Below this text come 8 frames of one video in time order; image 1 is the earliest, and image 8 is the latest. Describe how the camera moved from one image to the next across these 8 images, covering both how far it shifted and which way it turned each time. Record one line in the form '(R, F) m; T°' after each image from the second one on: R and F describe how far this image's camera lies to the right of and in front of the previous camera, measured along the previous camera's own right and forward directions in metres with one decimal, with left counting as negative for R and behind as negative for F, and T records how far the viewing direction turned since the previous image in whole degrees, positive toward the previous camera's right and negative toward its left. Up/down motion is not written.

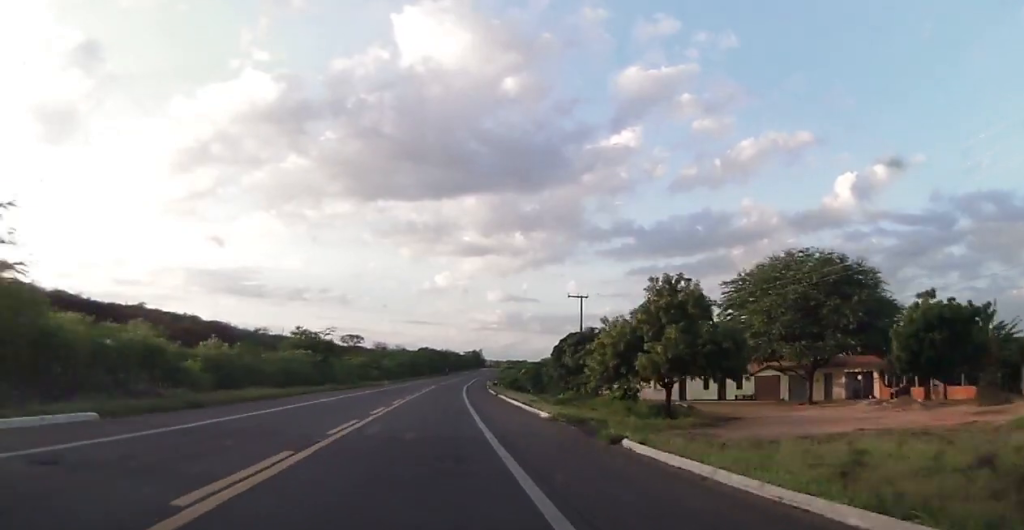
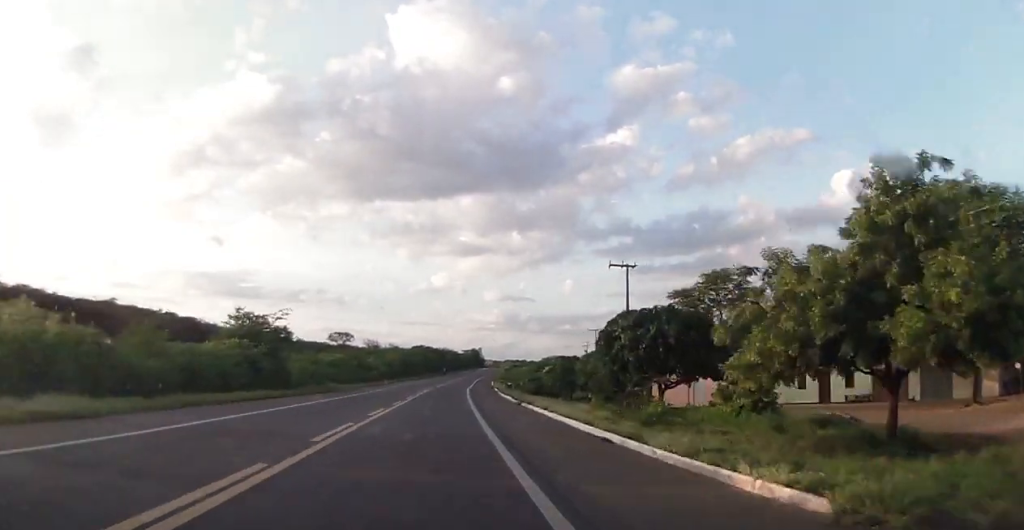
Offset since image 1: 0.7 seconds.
(0.0, +18.1) m; 0°
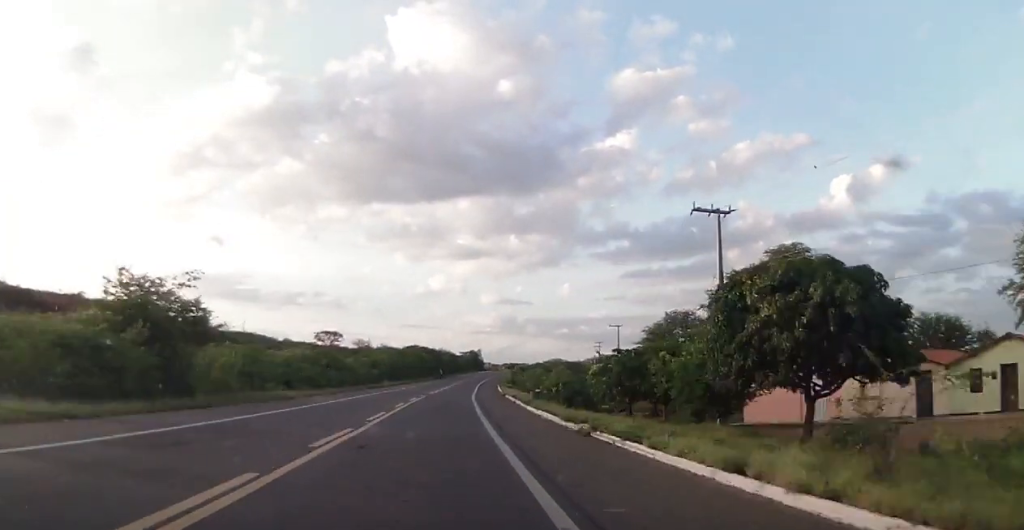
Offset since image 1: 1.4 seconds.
(0.0, +17.4) m; 0°
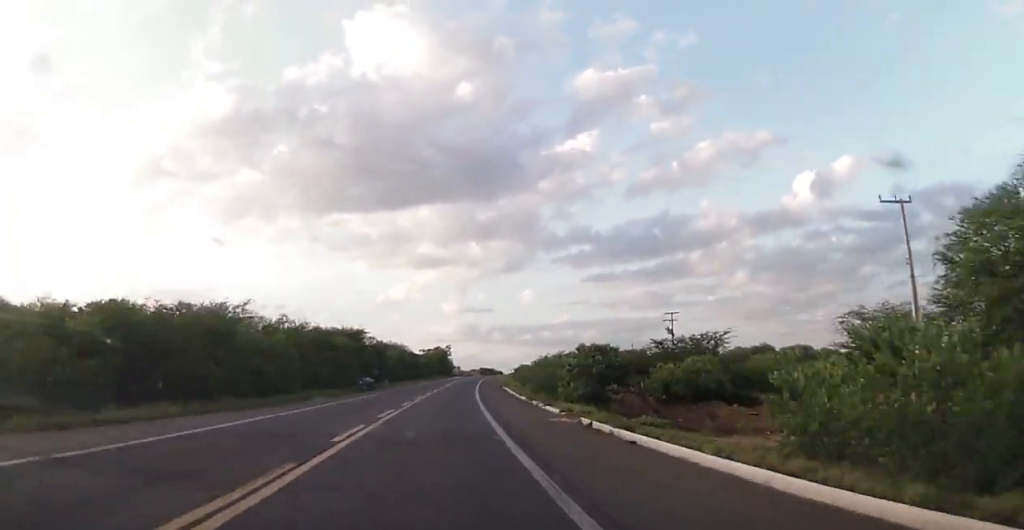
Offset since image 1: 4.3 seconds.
(+1.6, +72.6) m; +3°
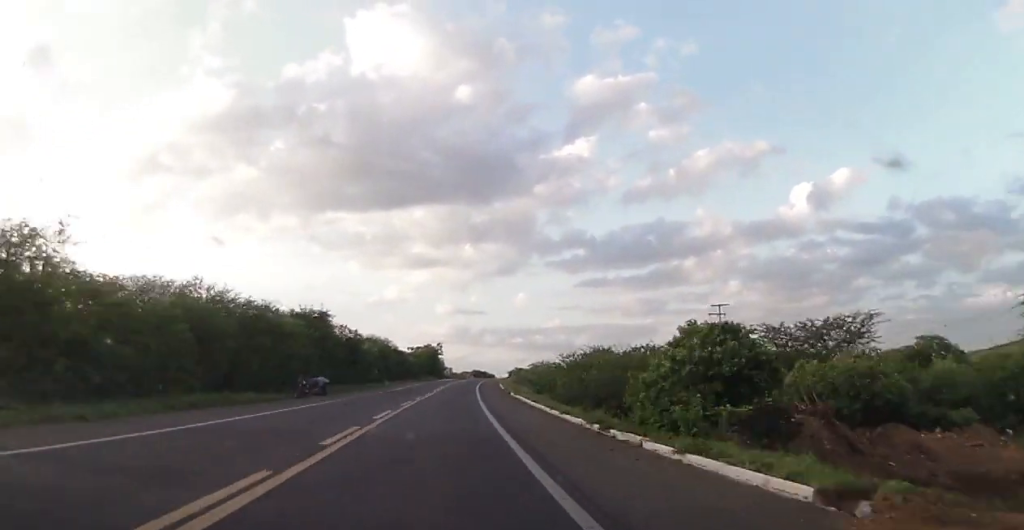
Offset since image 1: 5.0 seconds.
(0.0, +17.9) m; 0°
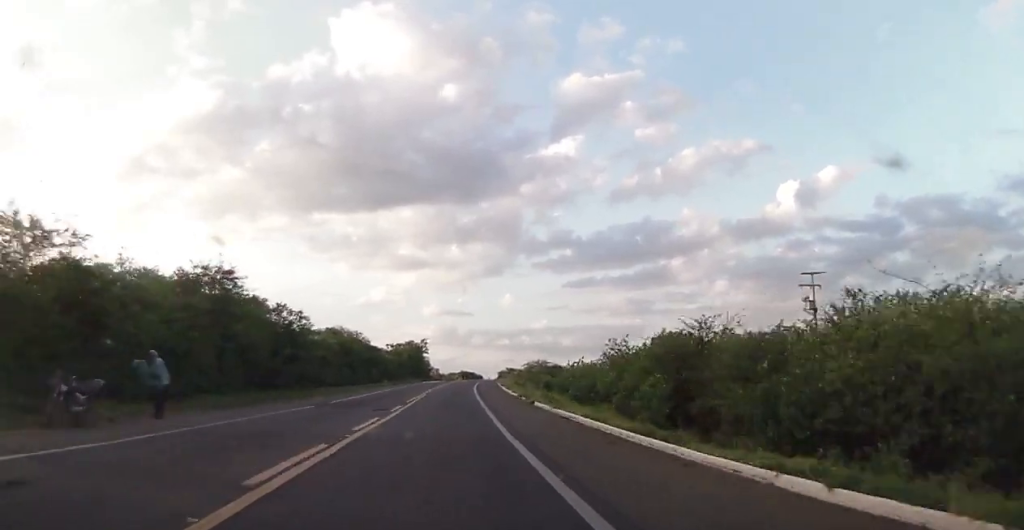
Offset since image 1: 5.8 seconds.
(0.0, +21.6) m; +1°
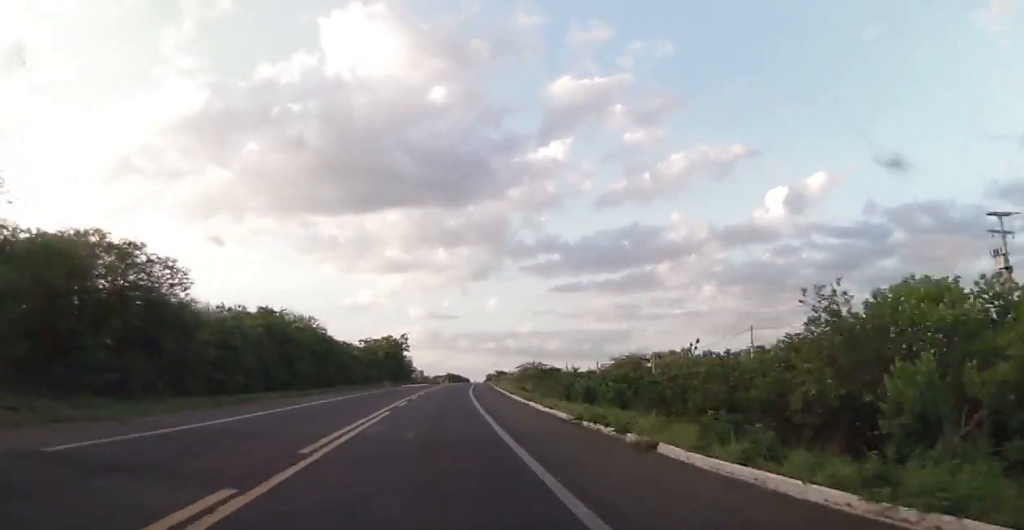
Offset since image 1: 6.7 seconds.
(+0.4, +21.7) m; +1°
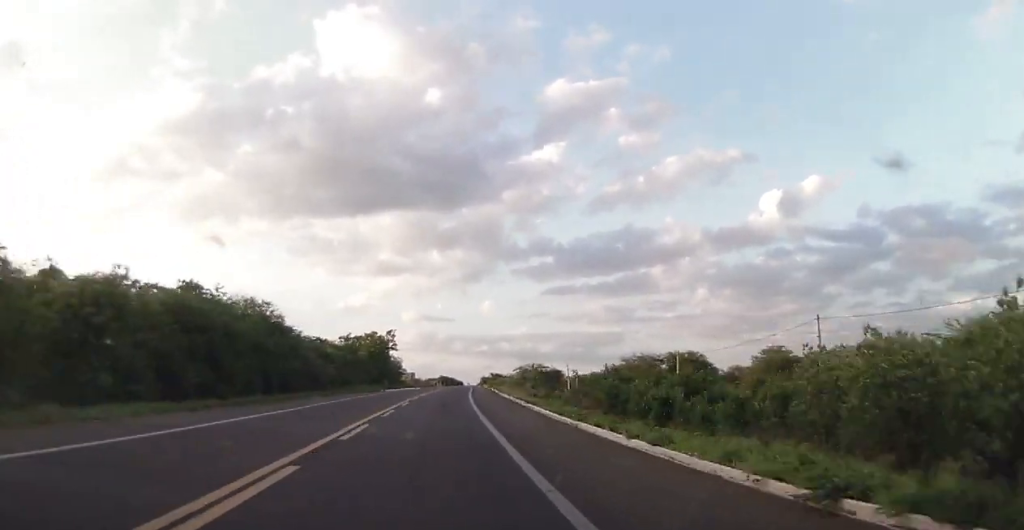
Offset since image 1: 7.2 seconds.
(+0.1, +13.9) m; +1°
